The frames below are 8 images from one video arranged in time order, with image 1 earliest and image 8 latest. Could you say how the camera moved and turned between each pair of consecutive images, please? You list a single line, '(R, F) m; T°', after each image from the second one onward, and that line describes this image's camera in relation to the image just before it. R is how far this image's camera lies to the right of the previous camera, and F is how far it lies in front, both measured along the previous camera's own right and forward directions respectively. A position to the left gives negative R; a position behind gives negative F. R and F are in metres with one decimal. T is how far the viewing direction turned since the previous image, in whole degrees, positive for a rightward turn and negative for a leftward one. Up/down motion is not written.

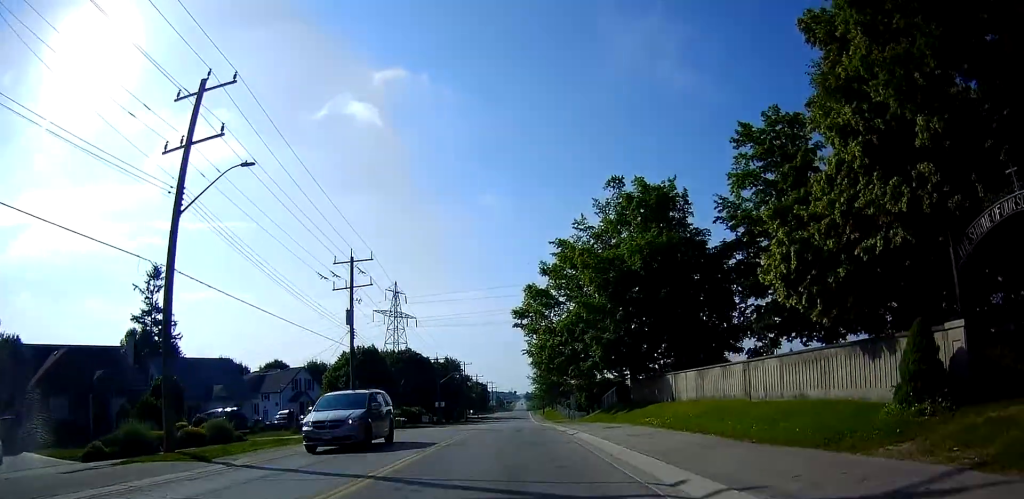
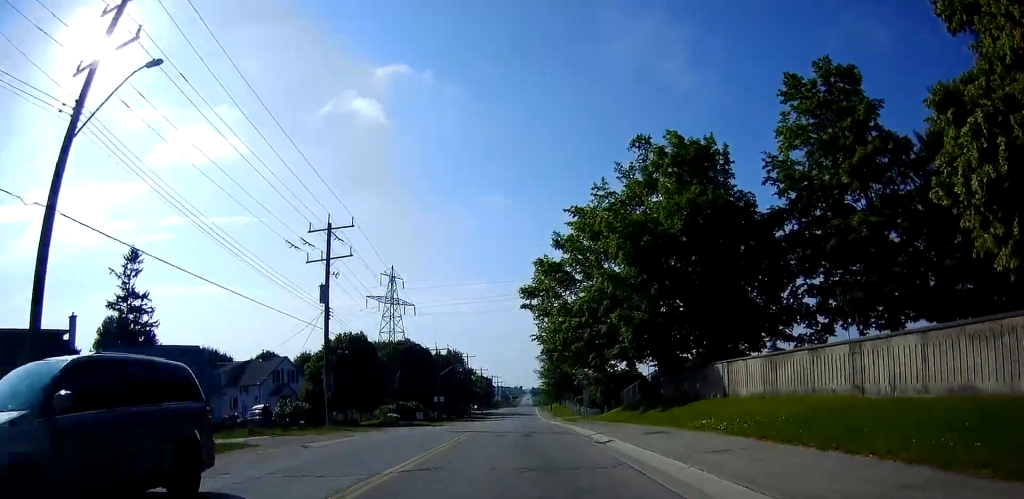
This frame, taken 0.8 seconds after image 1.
(0.0, +7.4) m; +1°
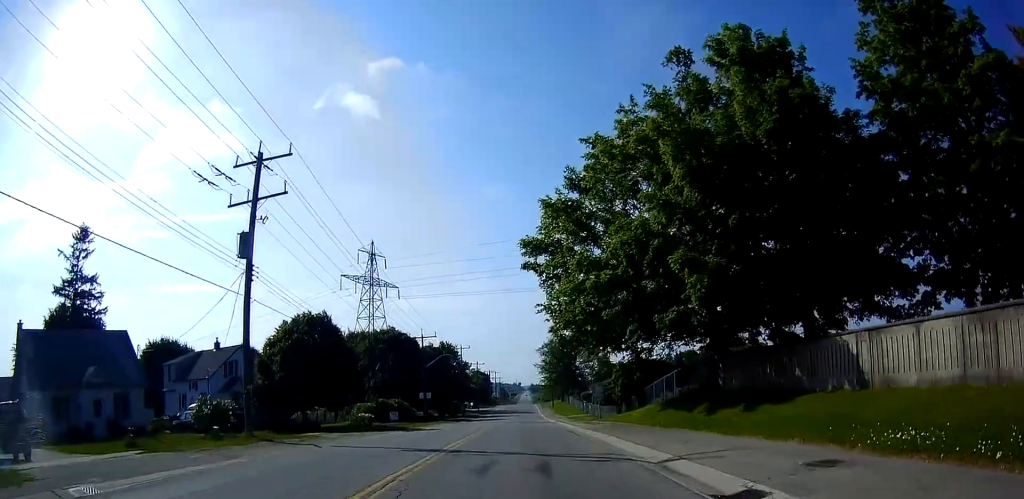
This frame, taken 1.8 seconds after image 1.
(+0.2, +10.7) m; +1°
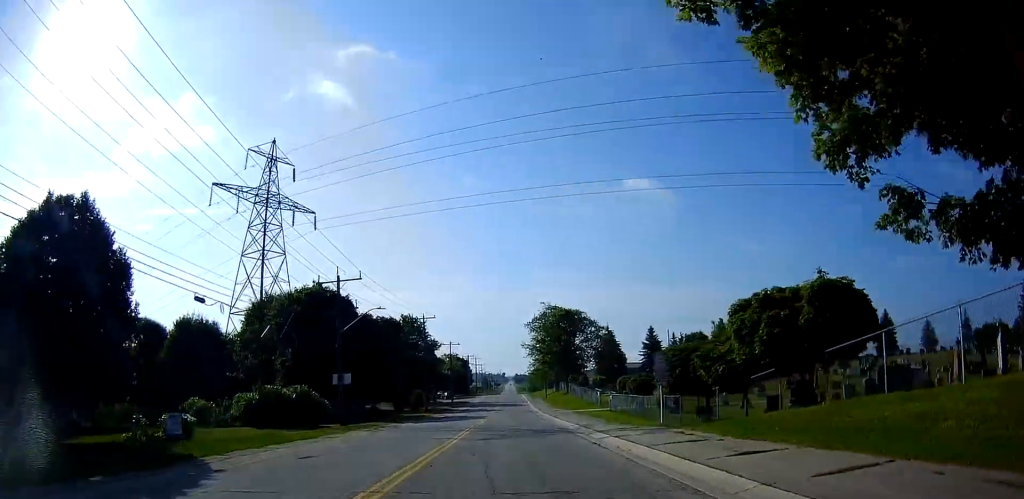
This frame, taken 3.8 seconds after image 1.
(+0.2, +26.5) m; 0°
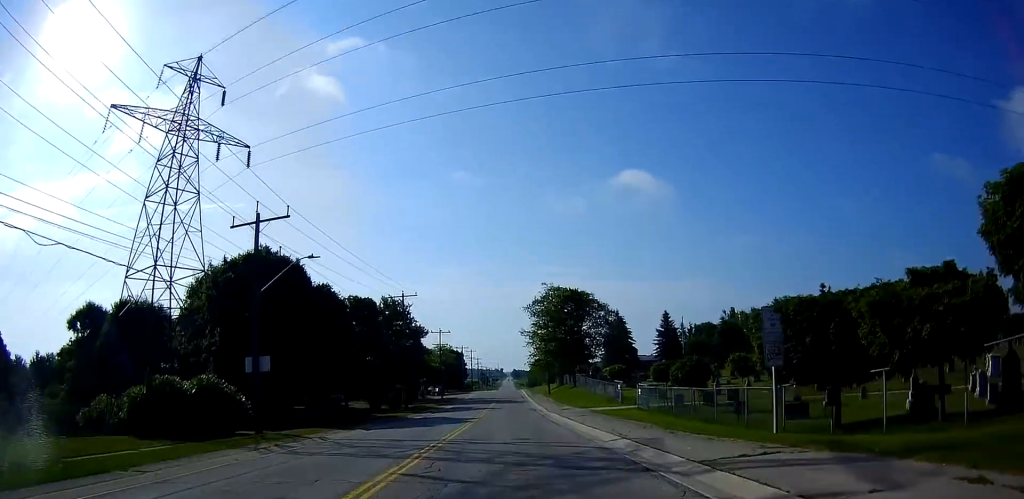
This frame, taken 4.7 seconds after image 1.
(-0.1, +12.2) m; -1°
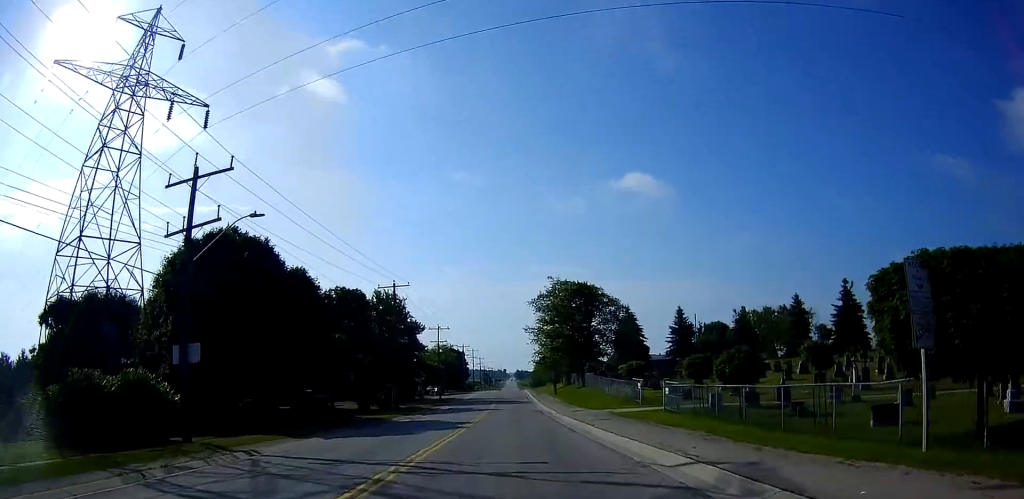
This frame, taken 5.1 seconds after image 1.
(-0.1, +6.2) m; 0°
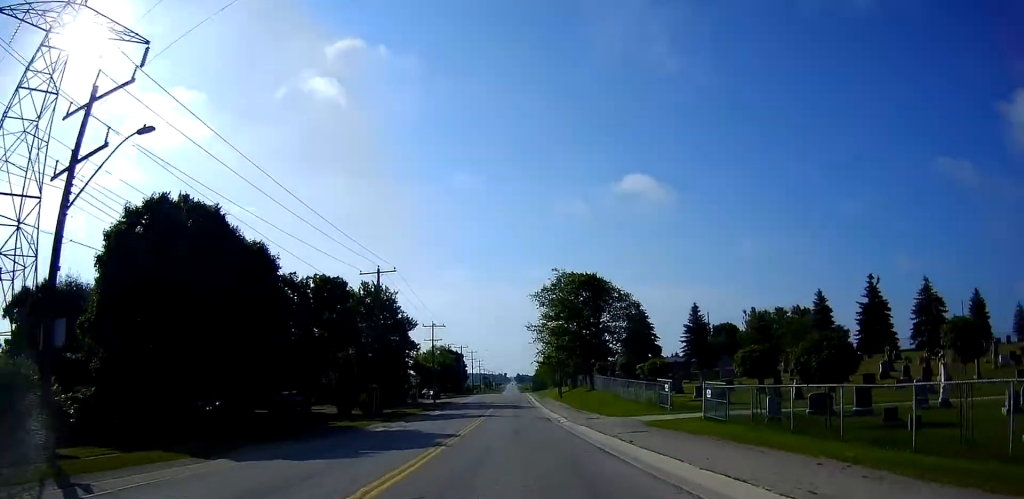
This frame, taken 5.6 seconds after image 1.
(0.0, +7.0) m; +1°
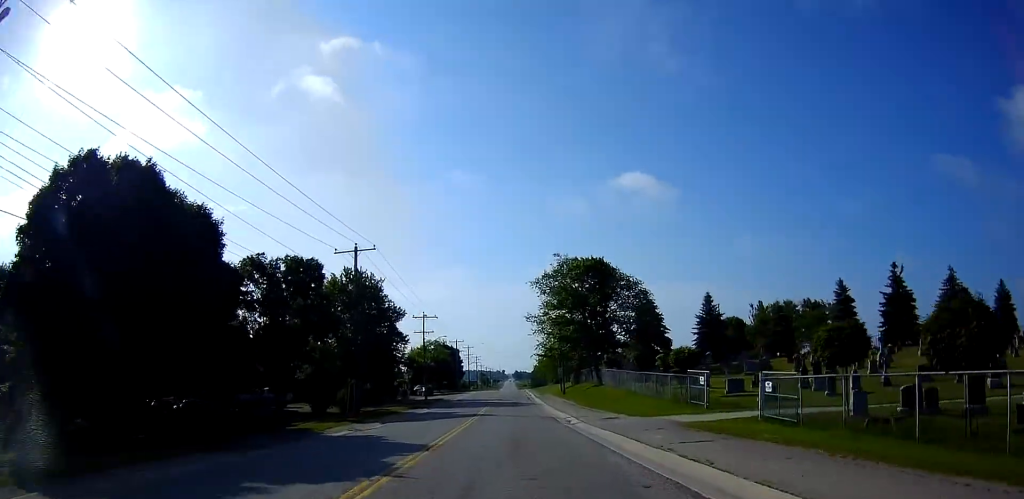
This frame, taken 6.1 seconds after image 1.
(-0.1, +6.5) m; +1°
